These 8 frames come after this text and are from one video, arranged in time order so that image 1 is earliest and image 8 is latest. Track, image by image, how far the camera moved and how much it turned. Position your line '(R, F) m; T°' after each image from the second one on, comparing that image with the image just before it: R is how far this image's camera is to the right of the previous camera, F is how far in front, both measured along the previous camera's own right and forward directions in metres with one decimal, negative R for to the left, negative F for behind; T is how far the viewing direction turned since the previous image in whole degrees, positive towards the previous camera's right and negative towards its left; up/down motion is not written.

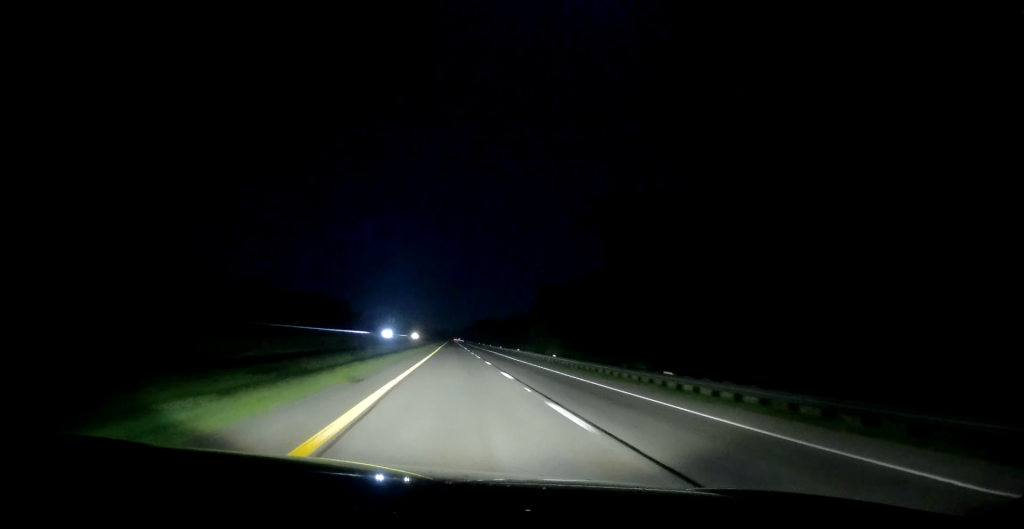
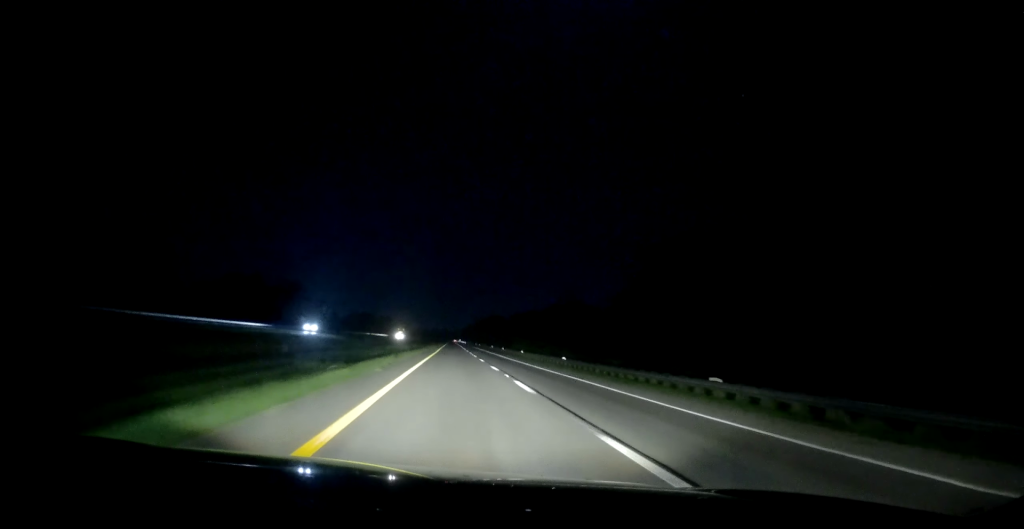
(+0.7, +66.6) m; +1°
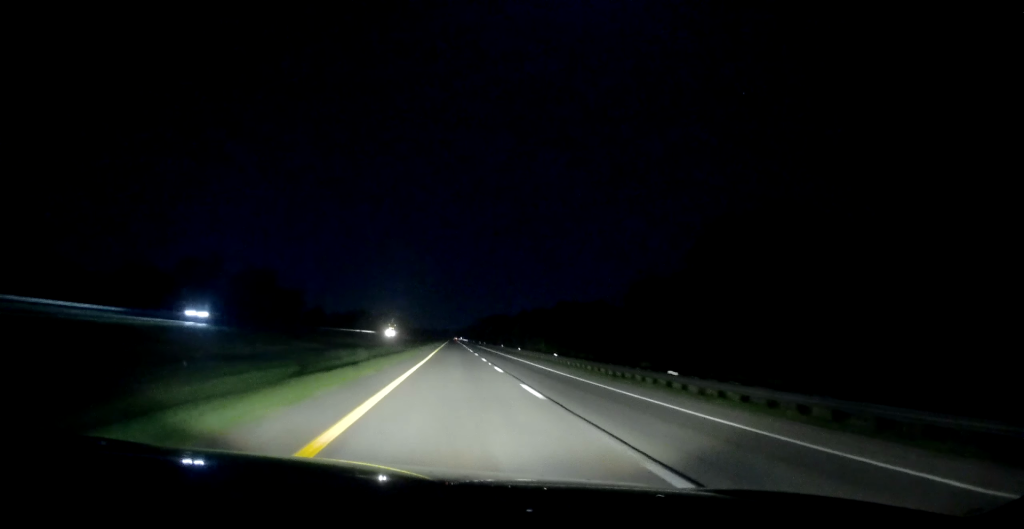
(0.0, +26.1) m; 0°
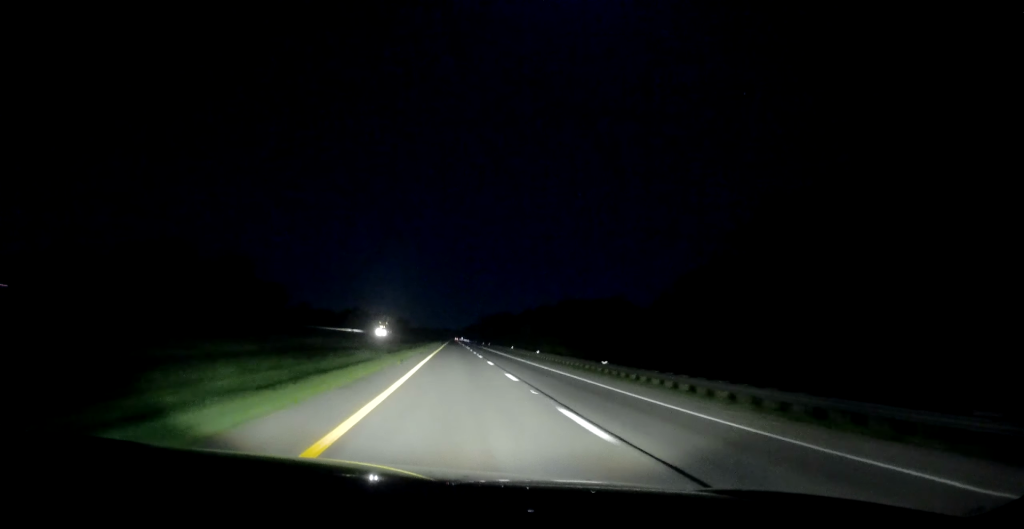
(-0.3, +18.2) m; 0°
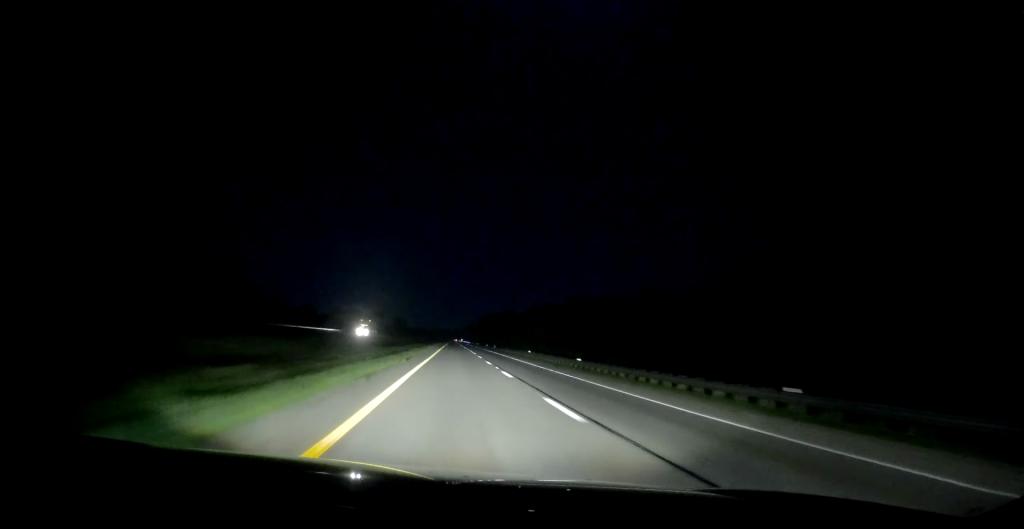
(+0.4, +22.8) m; 0°
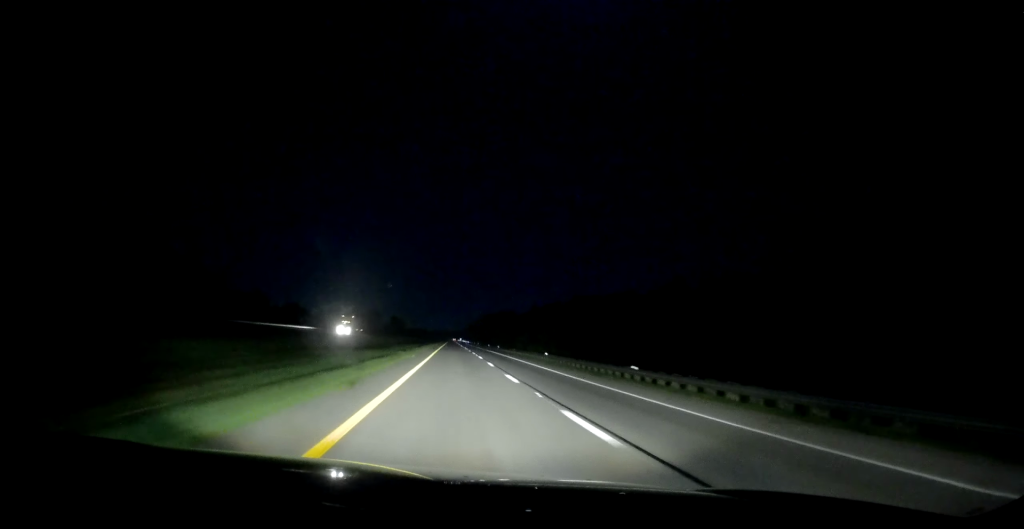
(+0.2, +14.8) m; 0°
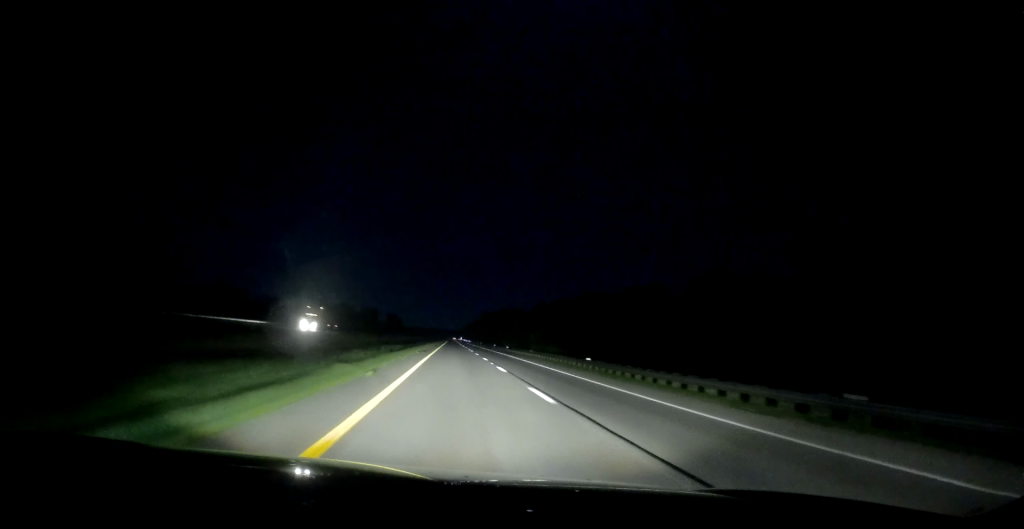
(-0.4, +19.3) m; -1°
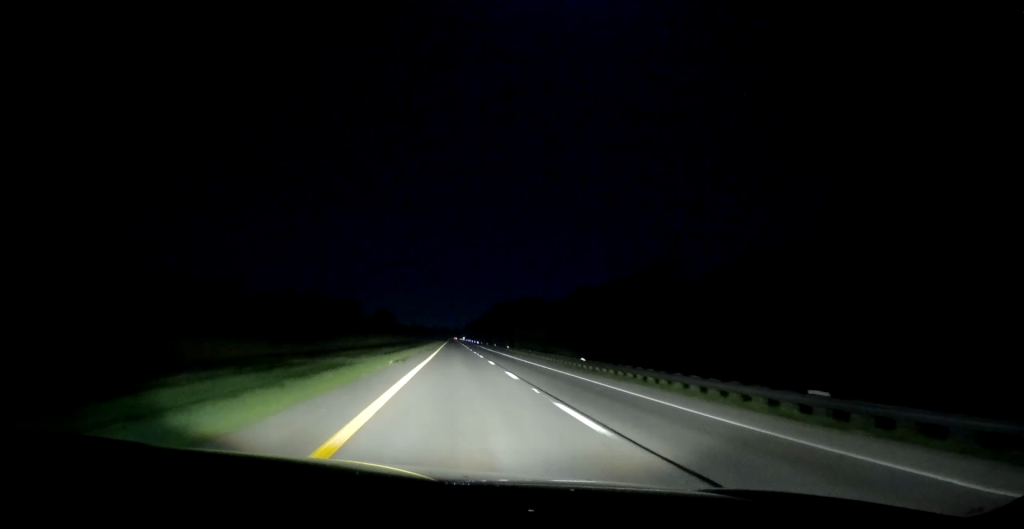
(+0.4, +90.7) m; +1°
